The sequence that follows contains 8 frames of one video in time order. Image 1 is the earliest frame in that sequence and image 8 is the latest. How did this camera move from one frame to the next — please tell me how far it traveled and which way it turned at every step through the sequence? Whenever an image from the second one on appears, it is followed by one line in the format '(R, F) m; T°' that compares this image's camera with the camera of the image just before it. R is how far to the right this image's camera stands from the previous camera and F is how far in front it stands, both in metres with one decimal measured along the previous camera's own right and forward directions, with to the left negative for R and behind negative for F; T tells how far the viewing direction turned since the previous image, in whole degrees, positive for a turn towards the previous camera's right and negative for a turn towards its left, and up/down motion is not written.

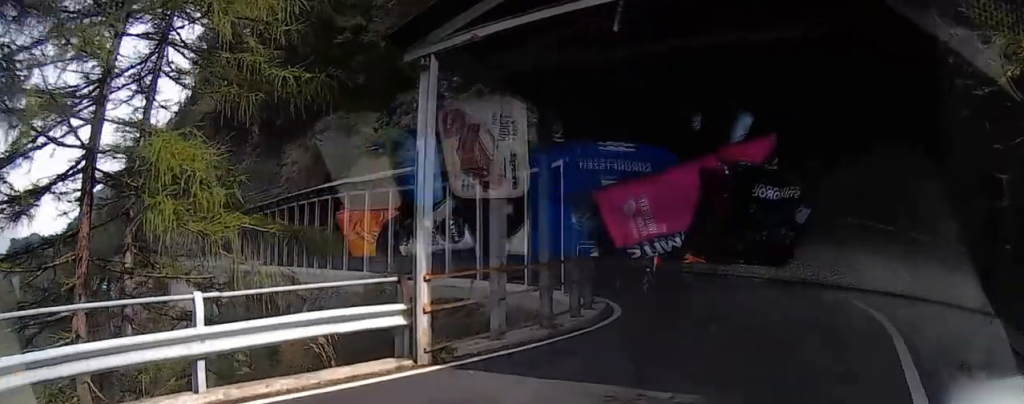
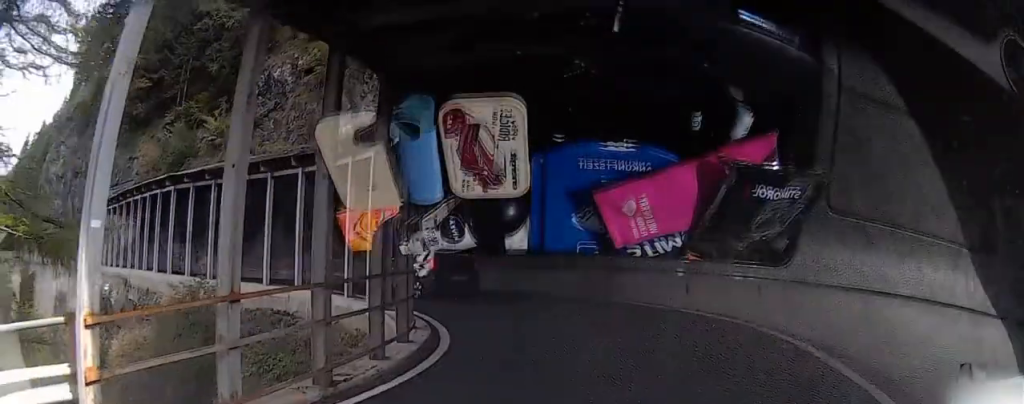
(+0.2, +2.8) m; +15°
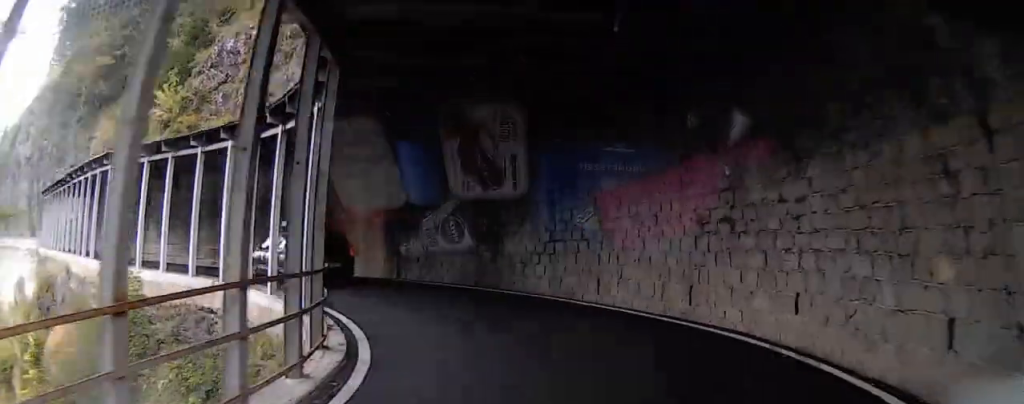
(+0.4, +2.1) m; +9°
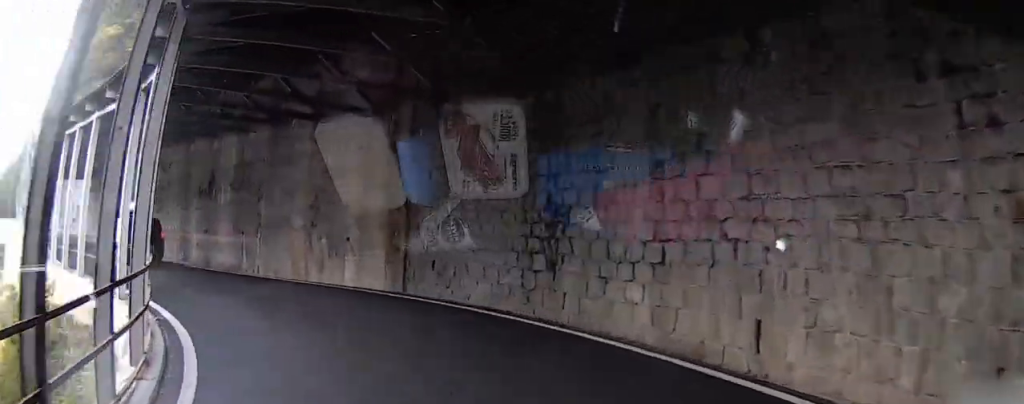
(+0.7, +4.8) m; -2°
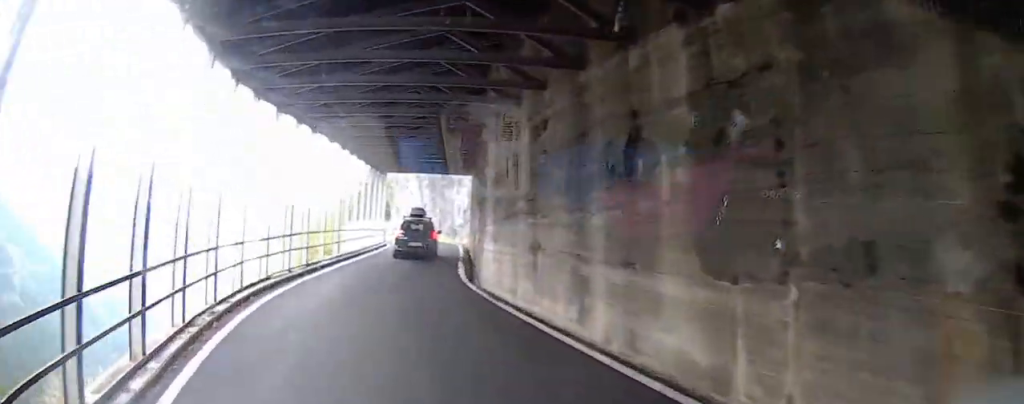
(-3.2, +6.8) m; -45°
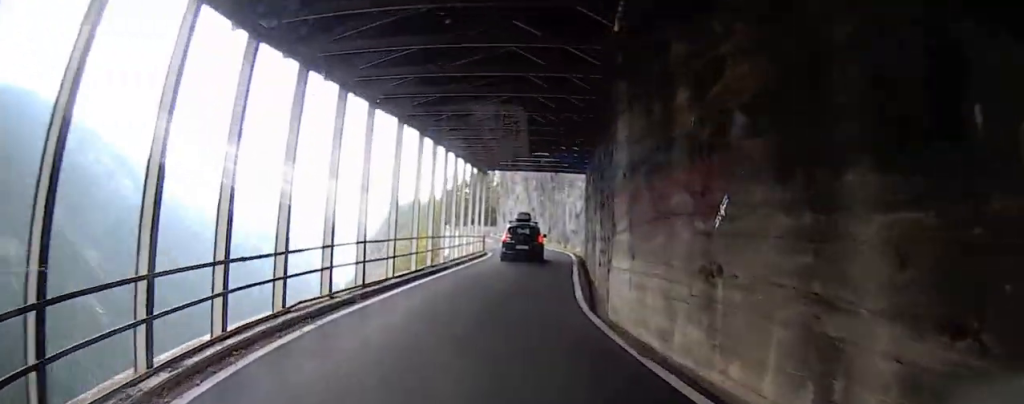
(-0.2, +3.3) m; -8°
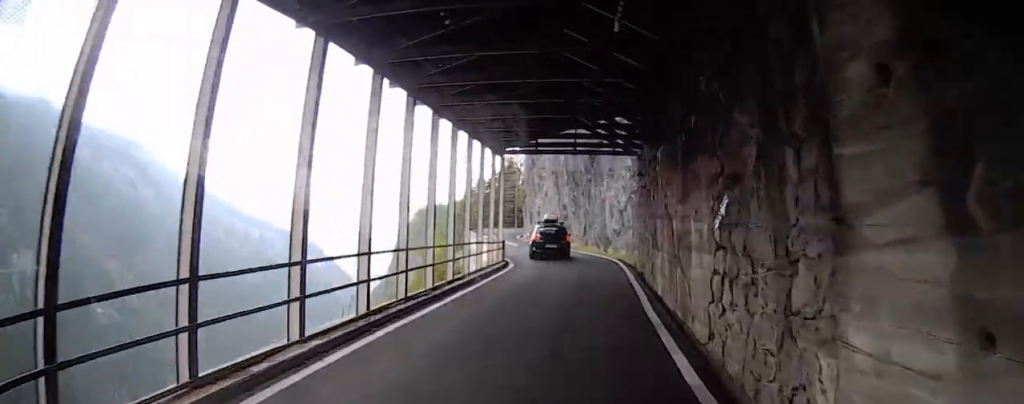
(-0.3, +7.1) m; +3°
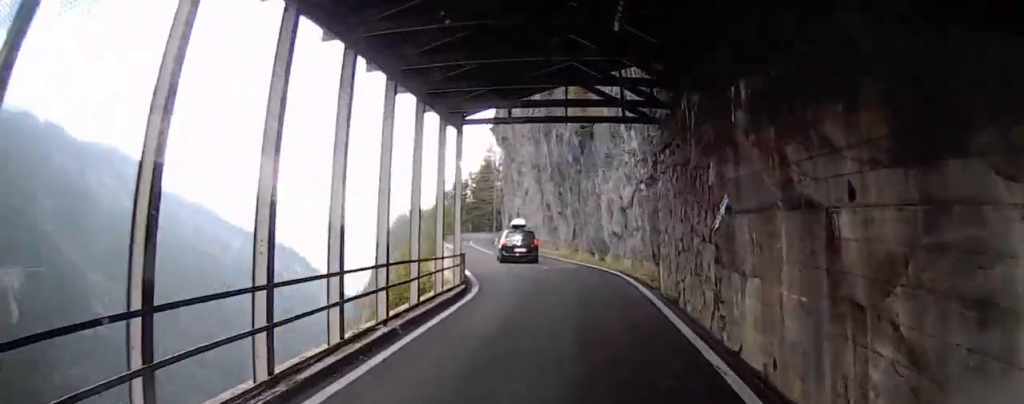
(+0.6, +7.3) m; 0°
